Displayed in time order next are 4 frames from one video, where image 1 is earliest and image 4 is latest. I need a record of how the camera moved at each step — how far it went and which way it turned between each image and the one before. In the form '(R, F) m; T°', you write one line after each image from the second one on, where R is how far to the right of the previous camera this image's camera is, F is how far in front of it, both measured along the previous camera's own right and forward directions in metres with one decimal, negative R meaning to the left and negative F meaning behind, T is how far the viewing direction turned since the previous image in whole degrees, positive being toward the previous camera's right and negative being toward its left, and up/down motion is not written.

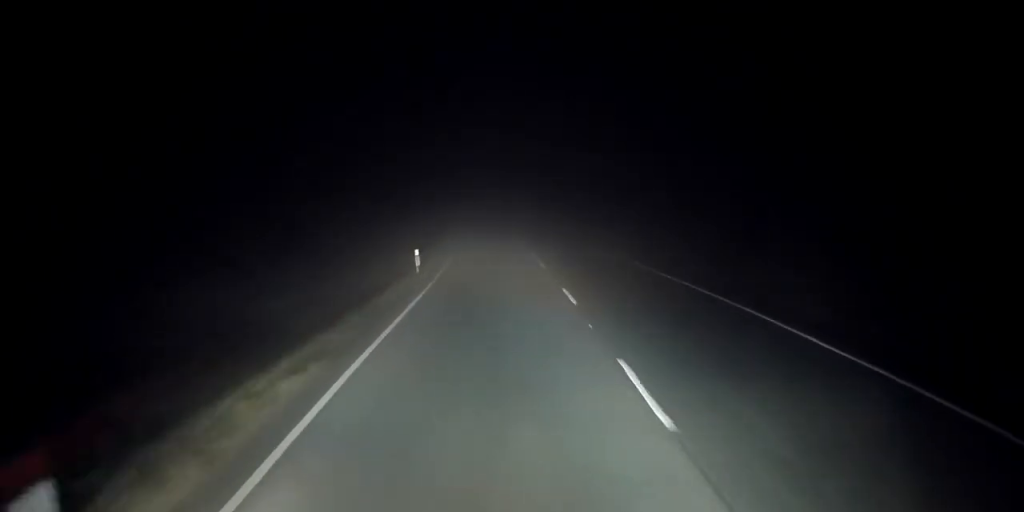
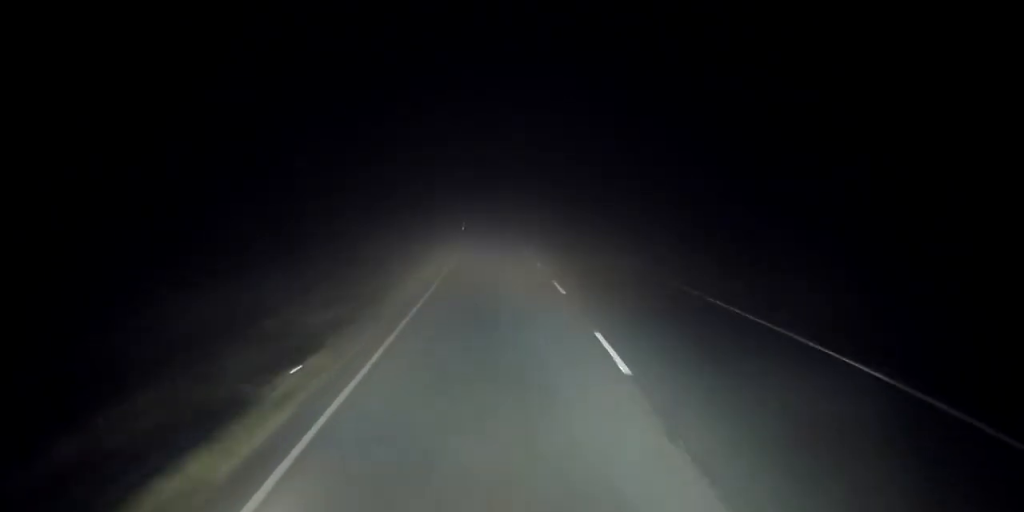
(-0.2, +23.5) m; -1°
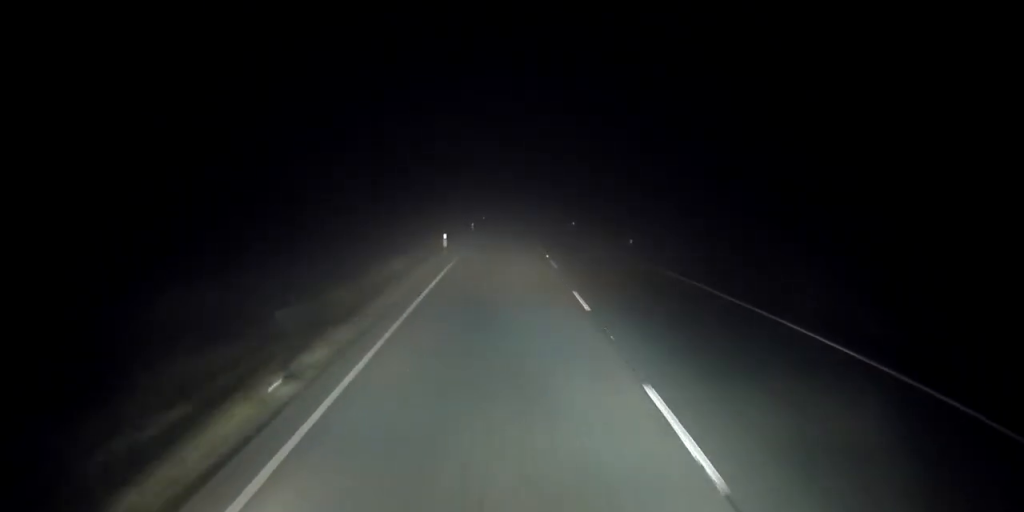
(-0.2, +29.4) m; 0°
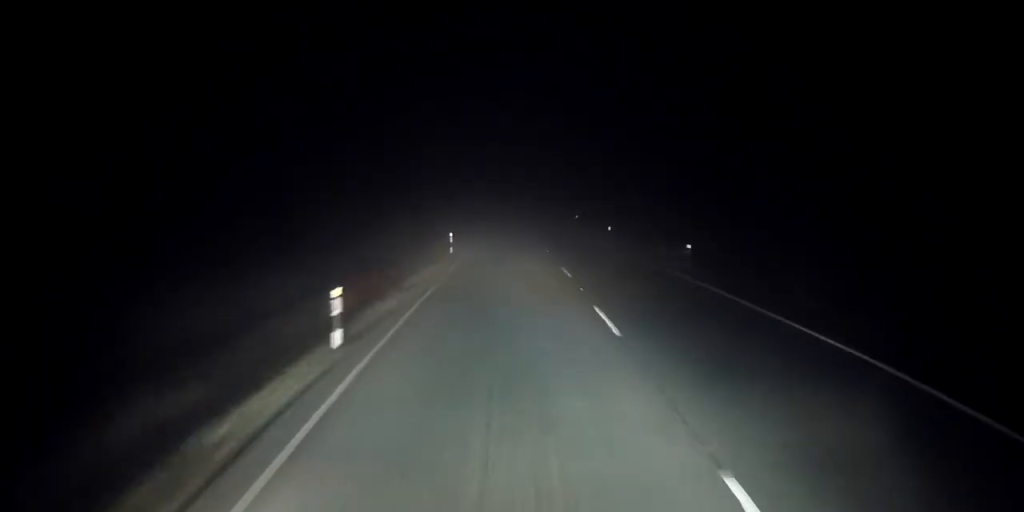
(-0.7, +64.5) m; -1°
